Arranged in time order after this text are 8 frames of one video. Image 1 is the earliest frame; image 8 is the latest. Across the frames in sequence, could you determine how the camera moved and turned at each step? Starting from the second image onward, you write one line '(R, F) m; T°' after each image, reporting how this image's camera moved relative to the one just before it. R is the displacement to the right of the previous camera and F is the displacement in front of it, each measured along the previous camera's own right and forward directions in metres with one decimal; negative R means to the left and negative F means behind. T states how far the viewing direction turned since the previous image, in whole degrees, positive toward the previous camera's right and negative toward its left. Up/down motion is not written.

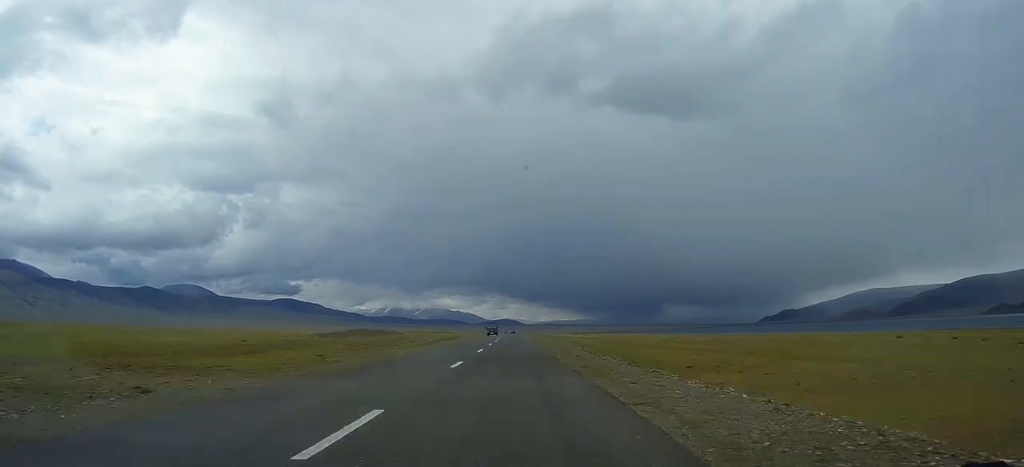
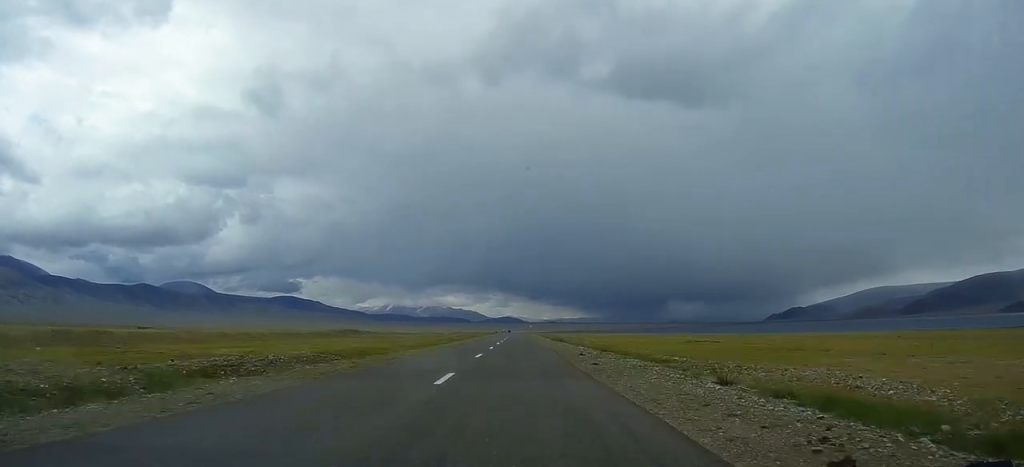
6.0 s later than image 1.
(+0.2, +163.5) m; 0°
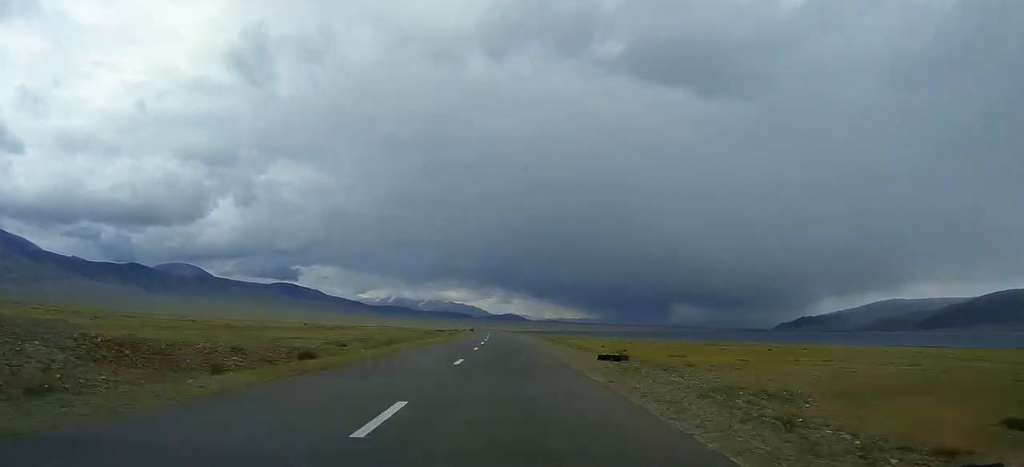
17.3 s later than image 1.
(-5.9, +306.8) m; -3°
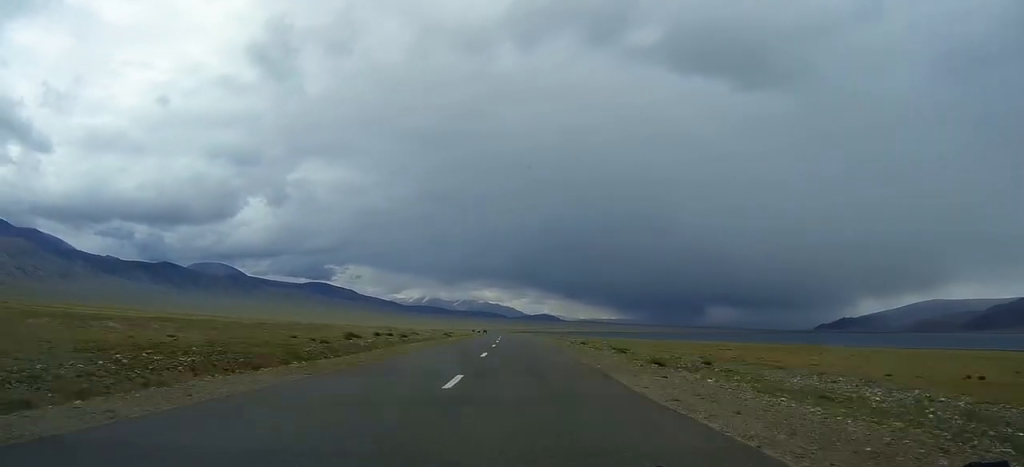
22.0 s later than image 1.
(-2.5, +126.4) m; -2°
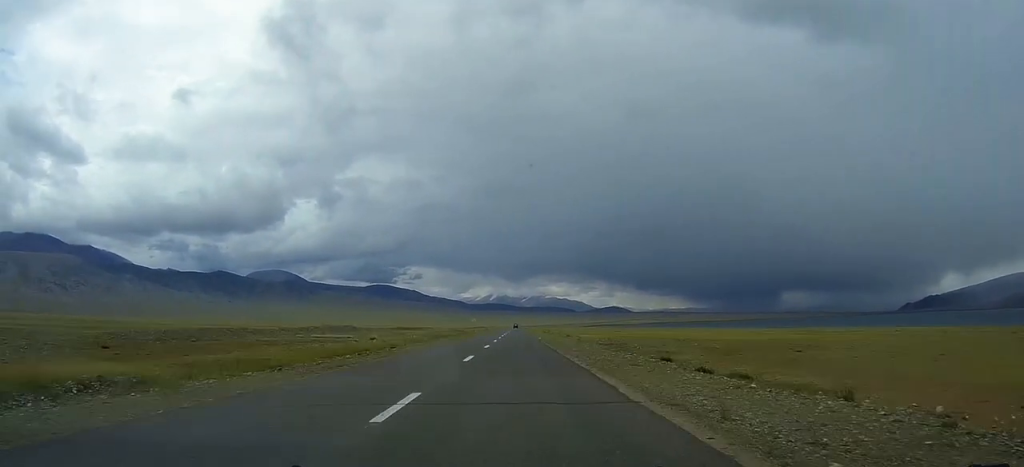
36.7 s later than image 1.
(-17.5, +399.0) m; -4°
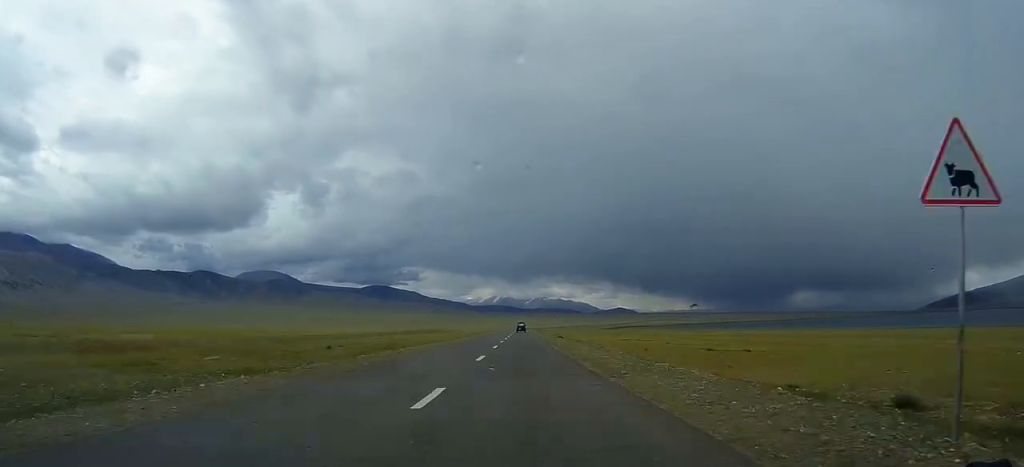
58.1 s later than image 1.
(-3.6, +596.3) m; -1°
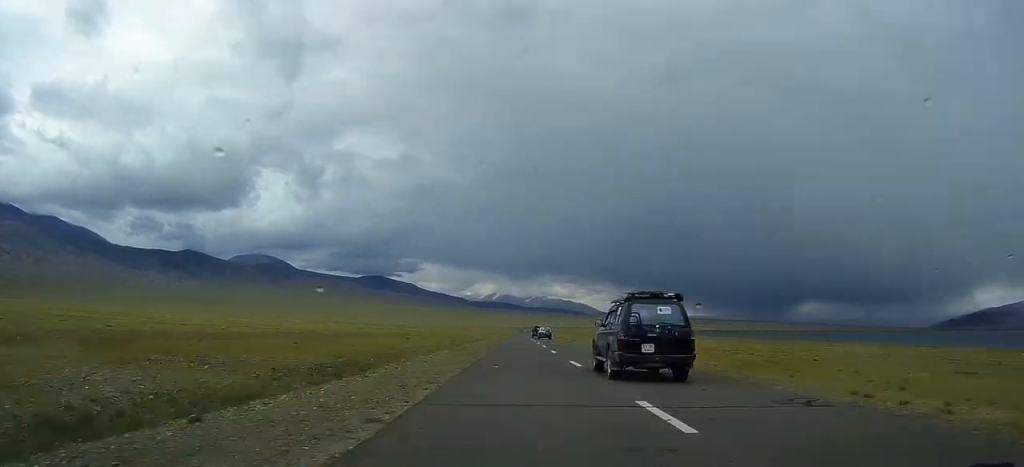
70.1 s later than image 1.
(-0.1, +340.3) m; 0°
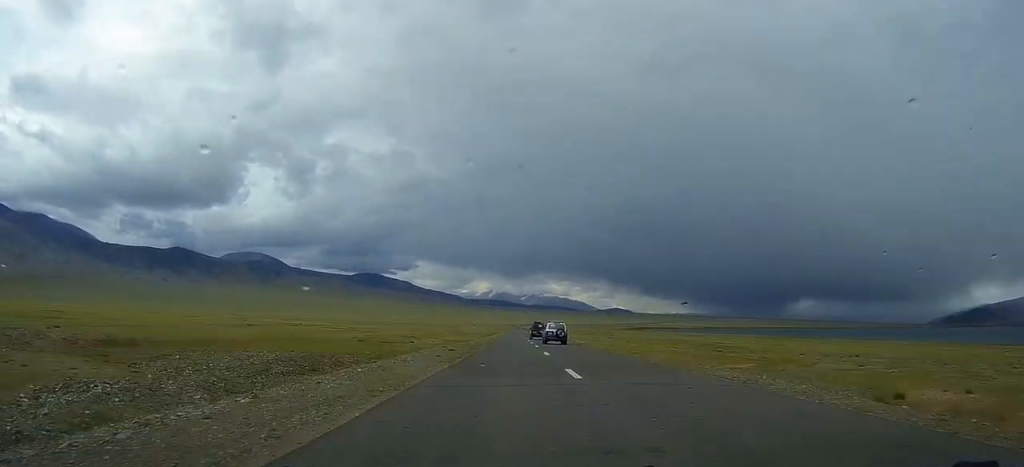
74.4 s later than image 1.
(+0.4, +122.8) m; 0°
